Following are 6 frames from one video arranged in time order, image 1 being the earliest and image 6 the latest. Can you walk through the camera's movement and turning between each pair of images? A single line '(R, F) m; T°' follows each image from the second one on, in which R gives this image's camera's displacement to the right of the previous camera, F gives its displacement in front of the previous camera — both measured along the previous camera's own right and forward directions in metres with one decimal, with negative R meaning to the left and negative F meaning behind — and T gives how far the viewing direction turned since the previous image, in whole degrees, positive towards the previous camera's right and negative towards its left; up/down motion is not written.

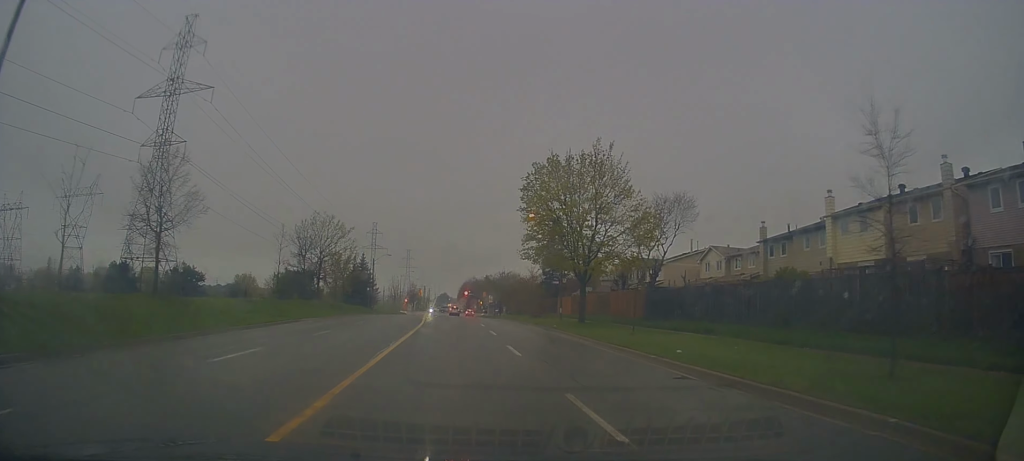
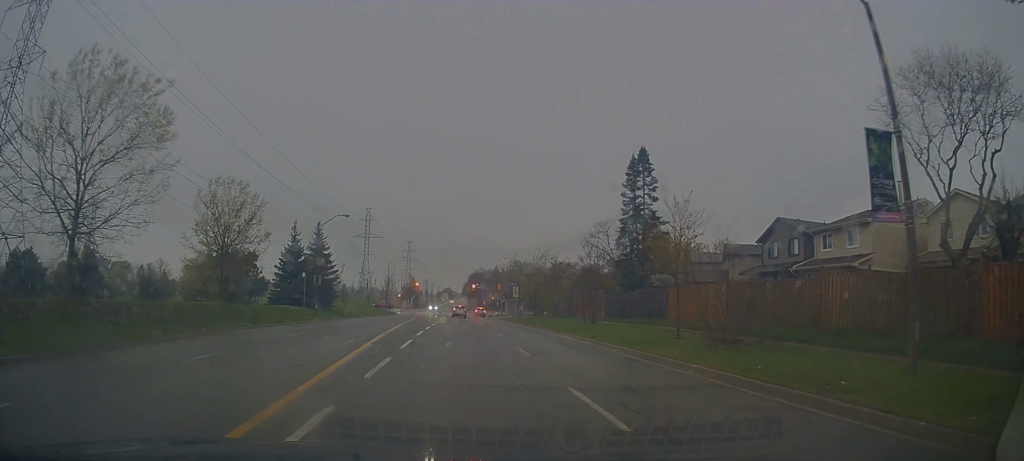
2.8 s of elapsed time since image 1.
(+0.2, +33.7) m; -2°
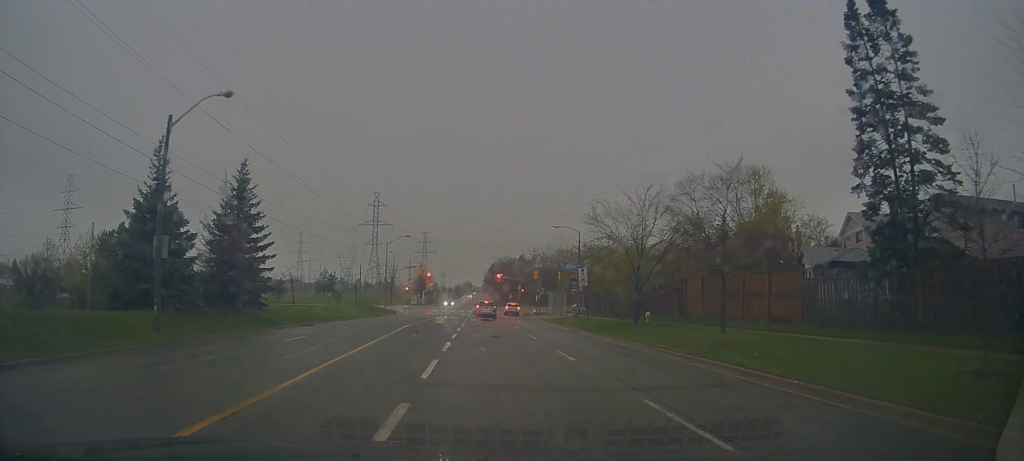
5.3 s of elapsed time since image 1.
(+0.4, +27.4) m; -2°
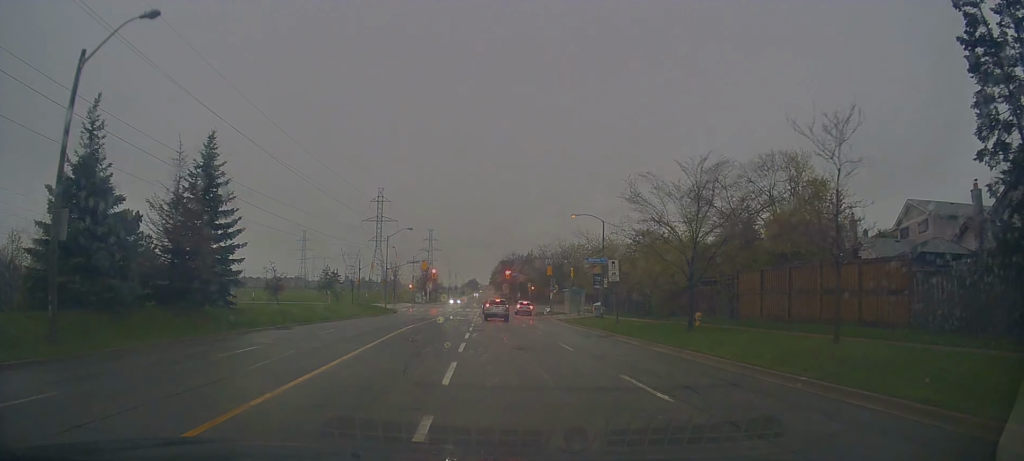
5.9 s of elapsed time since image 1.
(-0.4, +6.3) m; -1°
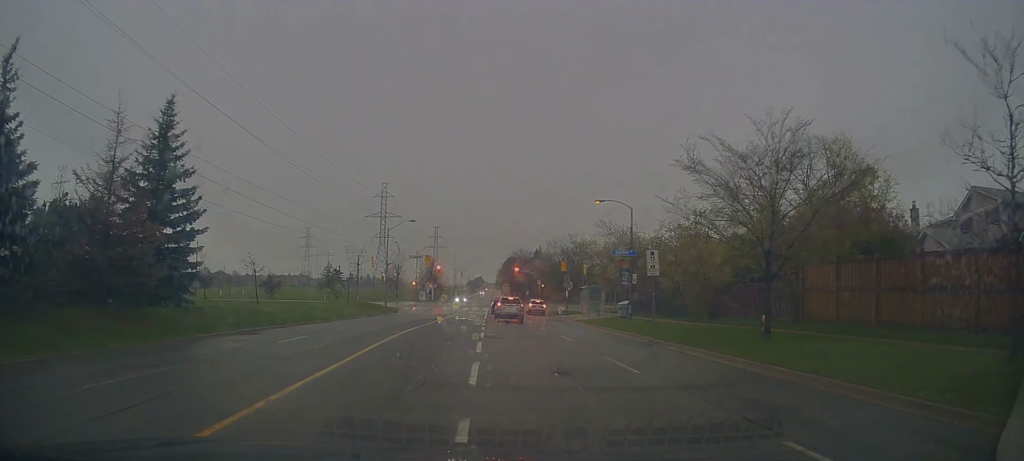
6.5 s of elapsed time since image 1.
(+0.1, +5.6) m; 0°
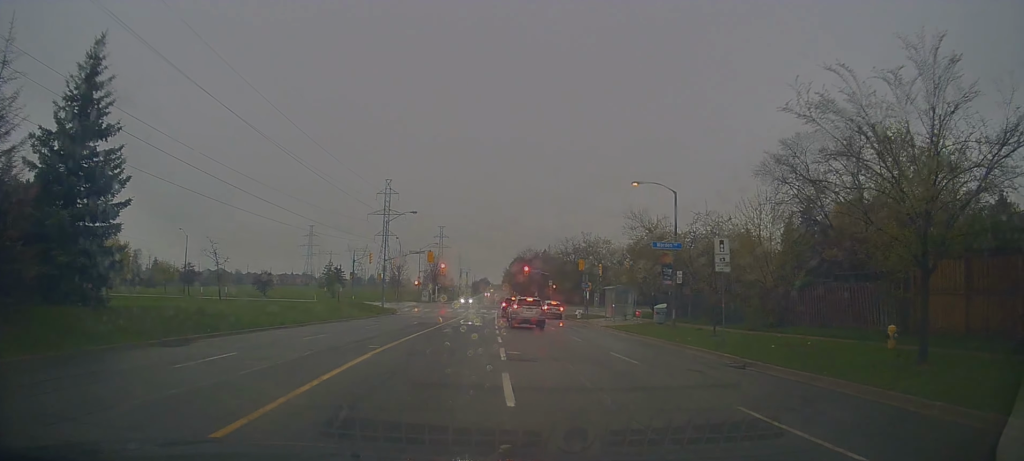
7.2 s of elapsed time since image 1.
(+0.2, +6.8) m; 0°
